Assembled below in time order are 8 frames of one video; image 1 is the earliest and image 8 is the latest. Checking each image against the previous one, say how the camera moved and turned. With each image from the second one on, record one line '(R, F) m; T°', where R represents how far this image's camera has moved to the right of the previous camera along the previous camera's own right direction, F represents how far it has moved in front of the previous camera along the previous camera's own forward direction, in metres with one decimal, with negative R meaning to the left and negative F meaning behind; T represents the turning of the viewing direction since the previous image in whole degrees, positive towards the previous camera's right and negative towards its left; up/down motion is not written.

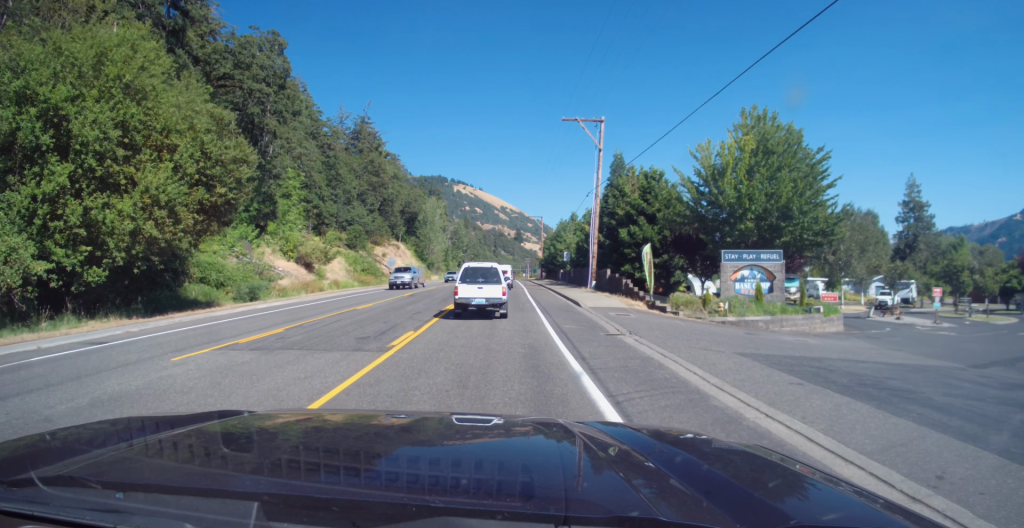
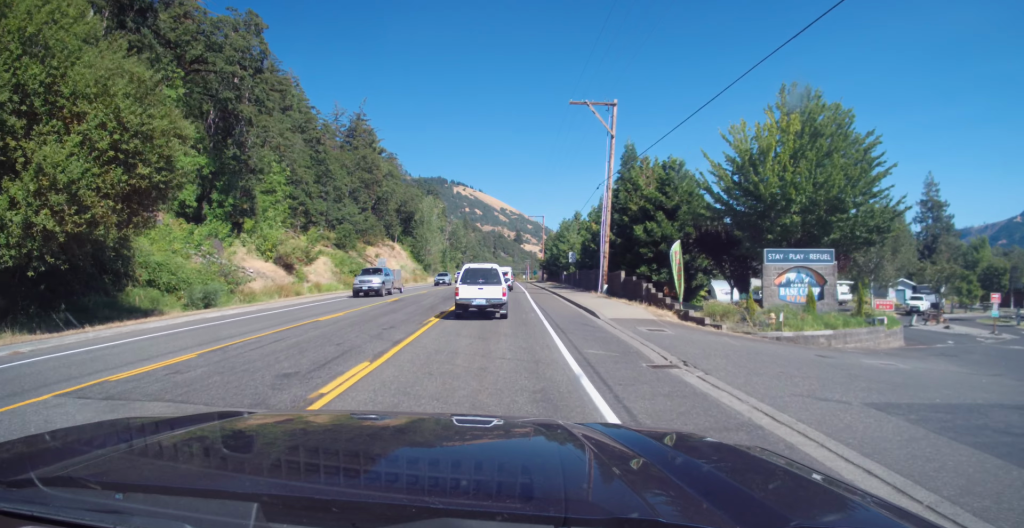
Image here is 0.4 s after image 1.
(0.0, +5.1) m; 0°
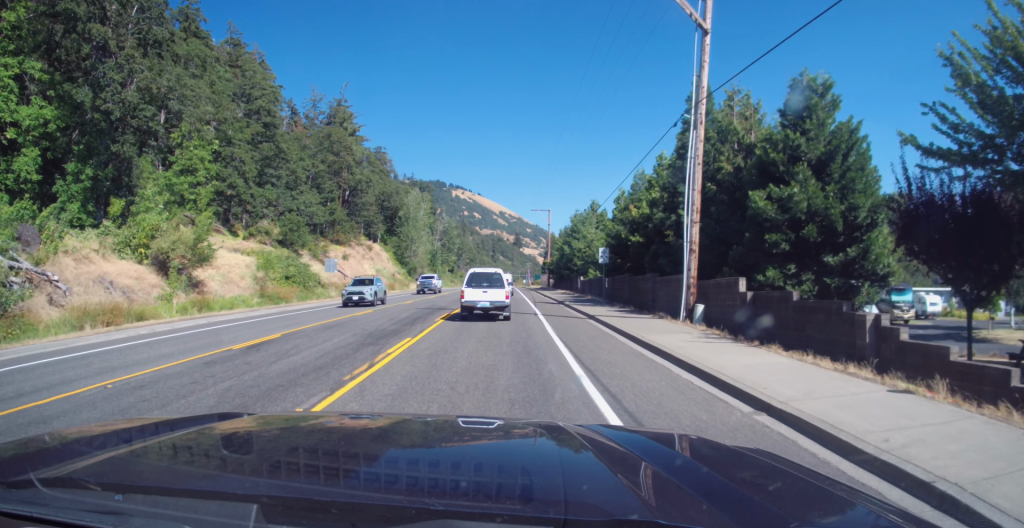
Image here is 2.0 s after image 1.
(-0.1, +19.3) m; 0°
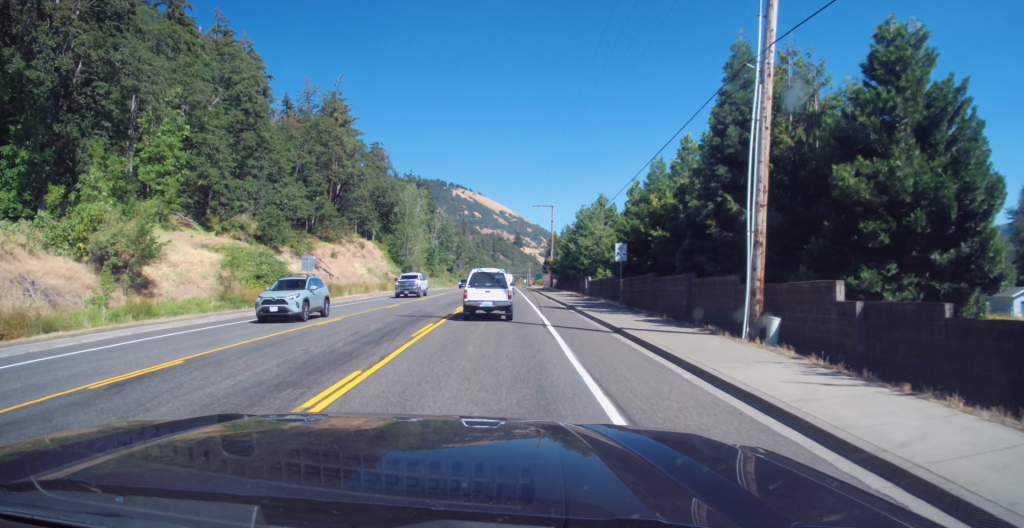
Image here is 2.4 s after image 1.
(0.0, +5.6) m; 0°
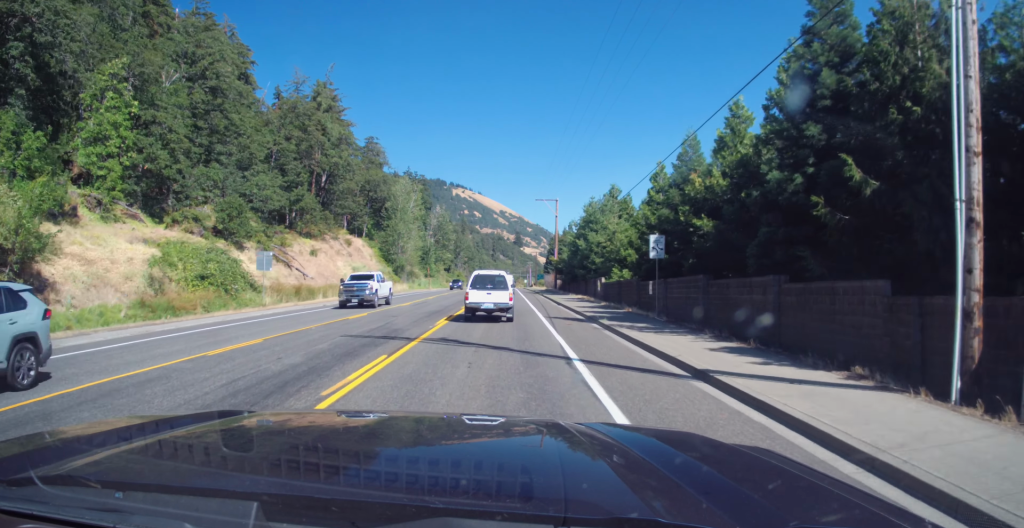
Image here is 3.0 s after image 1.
(0.0, +8.2) m; +1°
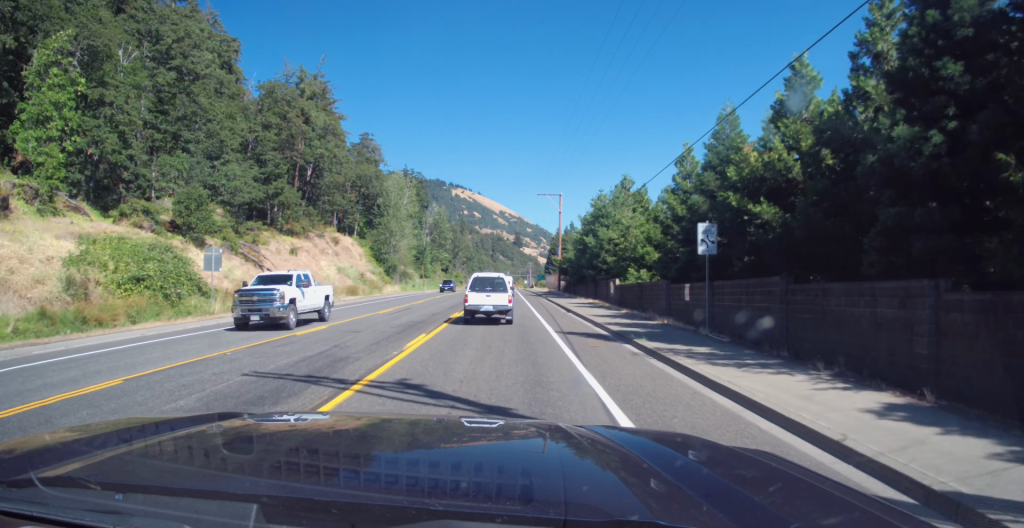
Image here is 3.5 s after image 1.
(+0.1, +6.3) m; +1°
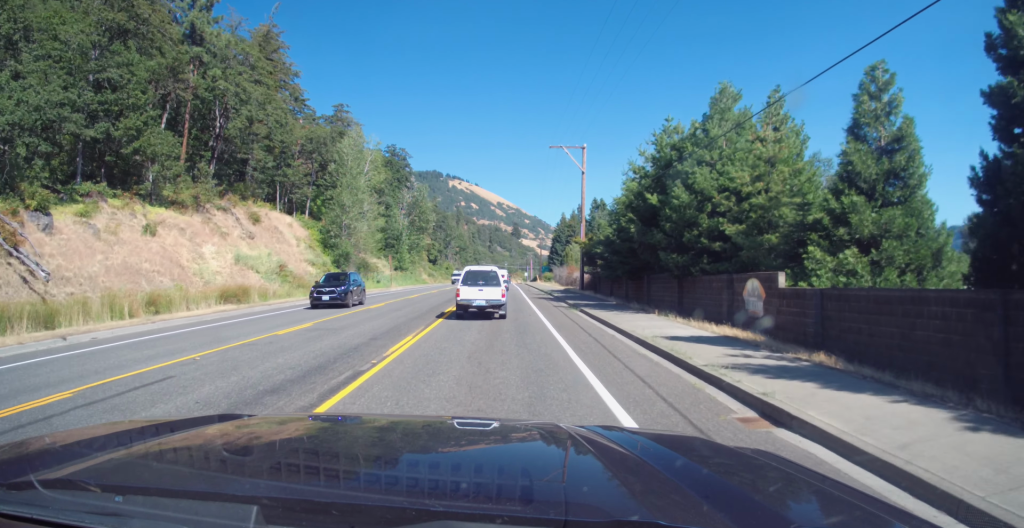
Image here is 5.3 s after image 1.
(+0.3, +25.6) m; -2°
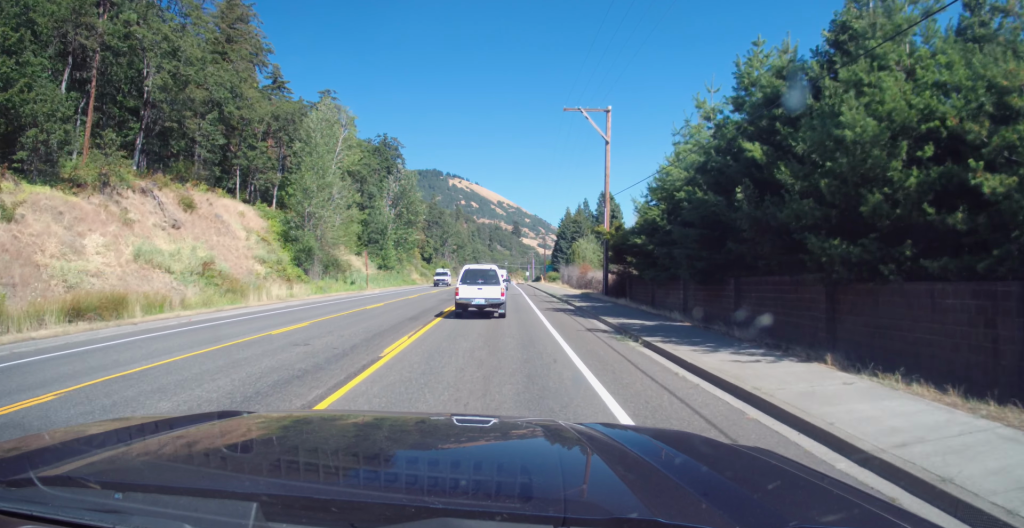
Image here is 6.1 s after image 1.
(-0.5, +12.4) m; 0°
